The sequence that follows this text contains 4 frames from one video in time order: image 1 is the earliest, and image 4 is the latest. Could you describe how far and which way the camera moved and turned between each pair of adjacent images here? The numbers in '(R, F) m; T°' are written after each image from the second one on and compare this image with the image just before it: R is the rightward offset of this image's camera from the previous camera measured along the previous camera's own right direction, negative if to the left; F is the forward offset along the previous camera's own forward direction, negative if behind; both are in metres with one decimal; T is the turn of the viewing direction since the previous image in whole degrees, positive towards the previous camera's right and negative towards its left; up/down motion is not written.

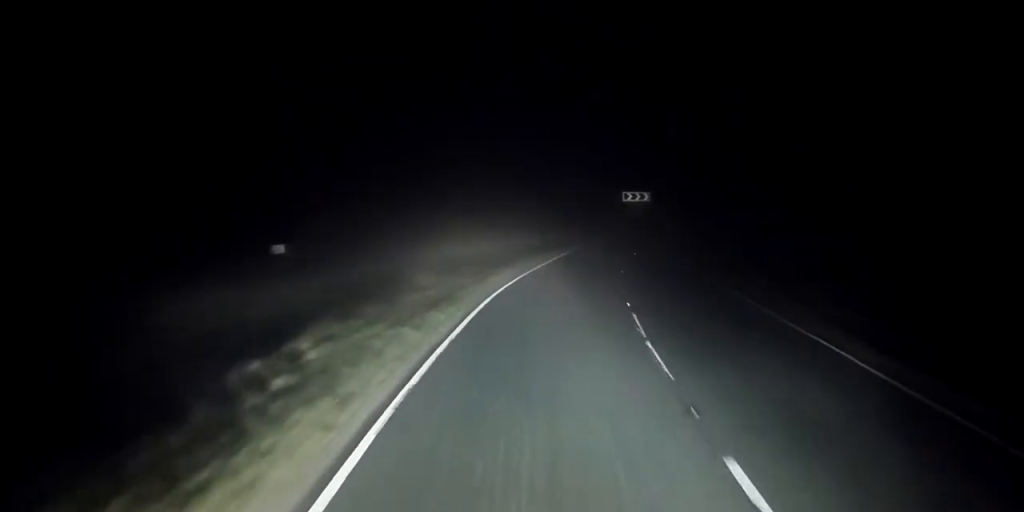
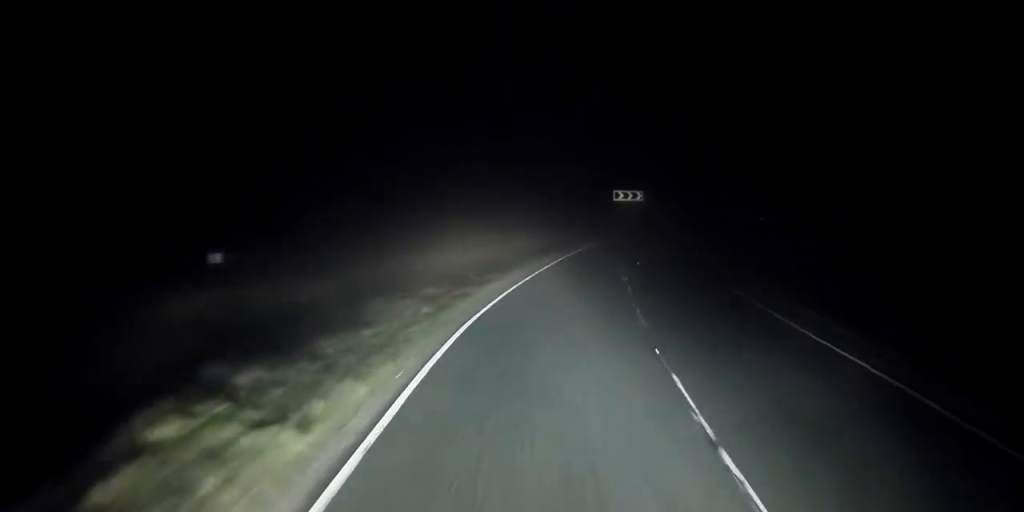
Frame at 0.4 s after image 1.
(-0.2, +5.3) m; +3°
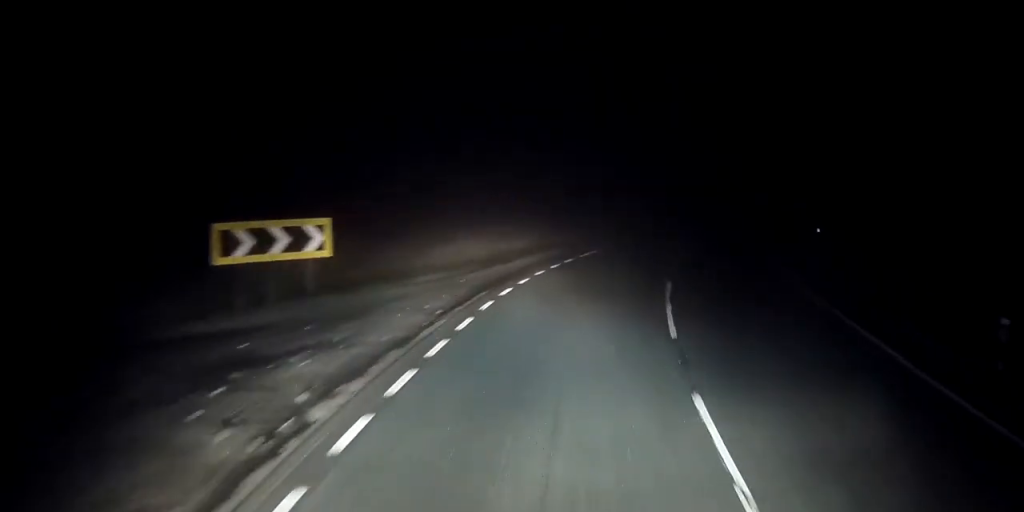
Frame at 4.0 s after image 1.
(+9.9, +43.5) m; +23°
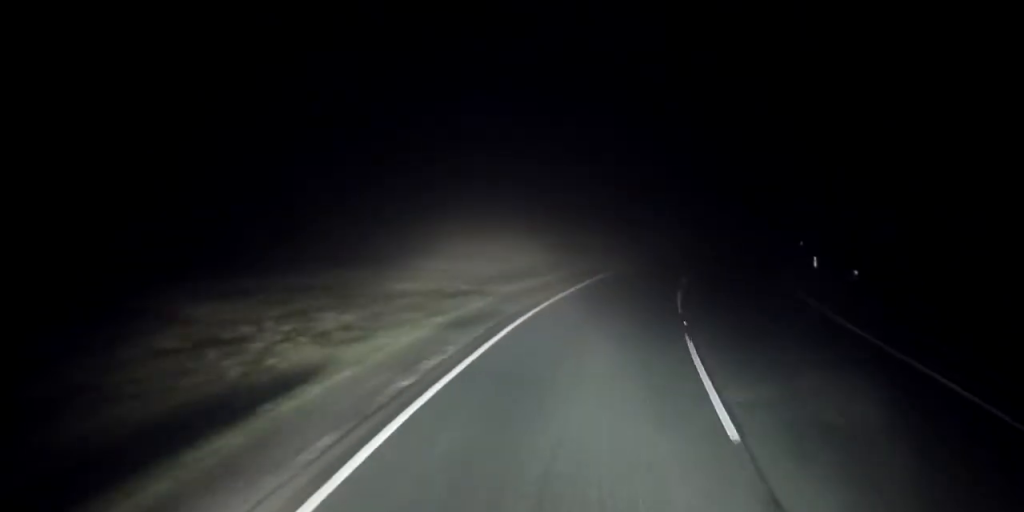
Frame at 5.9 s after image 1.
(+1.4, +21.1) m; +15°
